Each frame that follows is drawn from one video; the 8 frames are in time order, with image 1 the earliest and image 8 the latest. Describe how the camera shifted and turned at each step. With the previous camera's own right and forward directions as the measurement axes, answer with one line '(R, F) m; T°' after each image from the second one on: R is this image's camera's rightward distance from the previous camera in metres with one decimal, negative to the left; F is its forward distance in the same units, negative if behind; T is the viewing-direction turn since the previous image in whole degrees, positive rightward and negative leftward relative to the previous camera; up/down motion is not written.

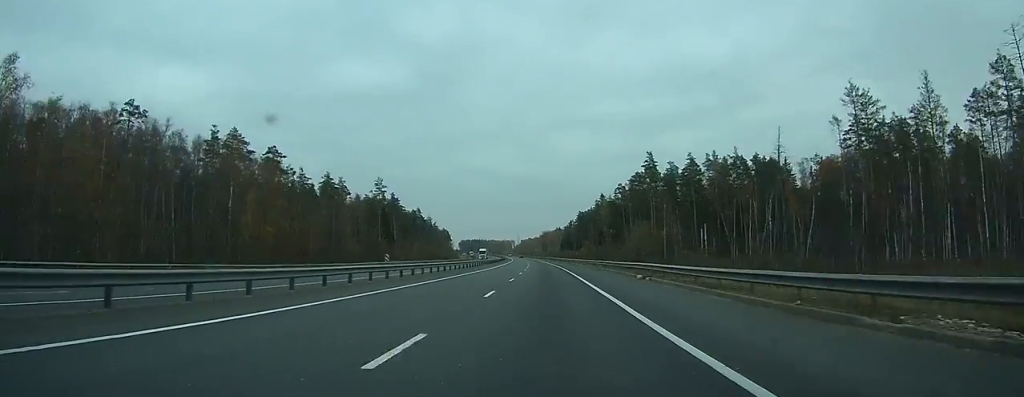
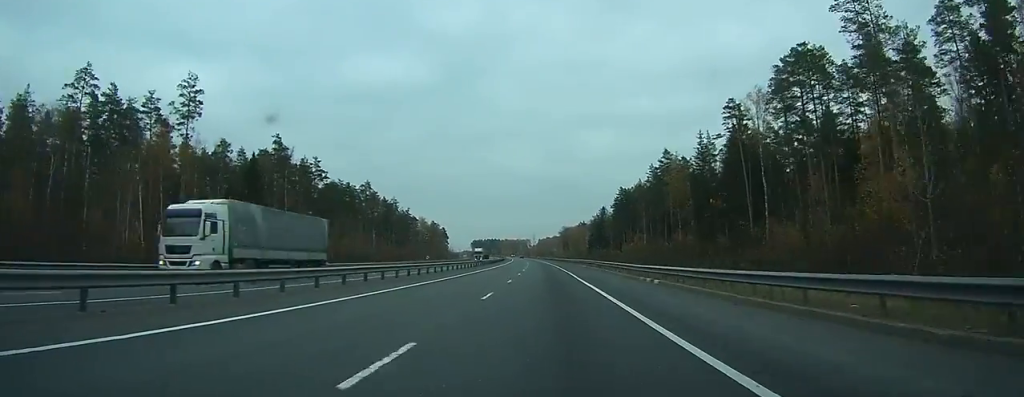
(-1.4, +100.1) m; -2°
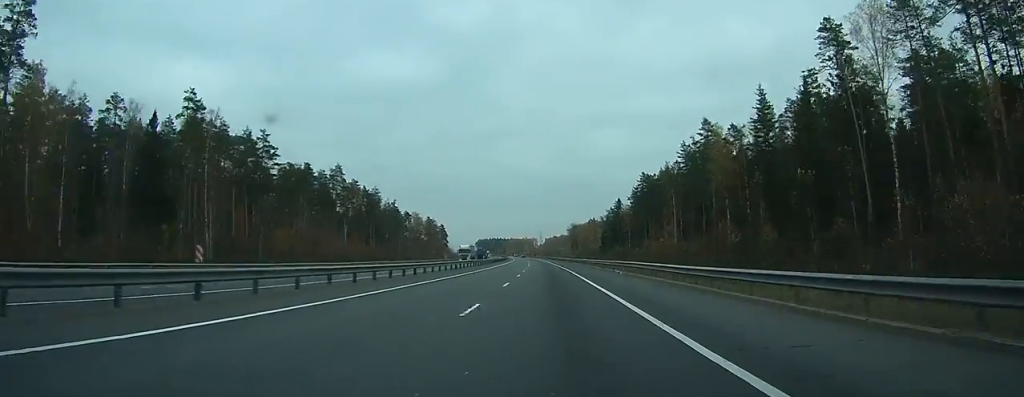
(-0.1, +29.2) m; -1°
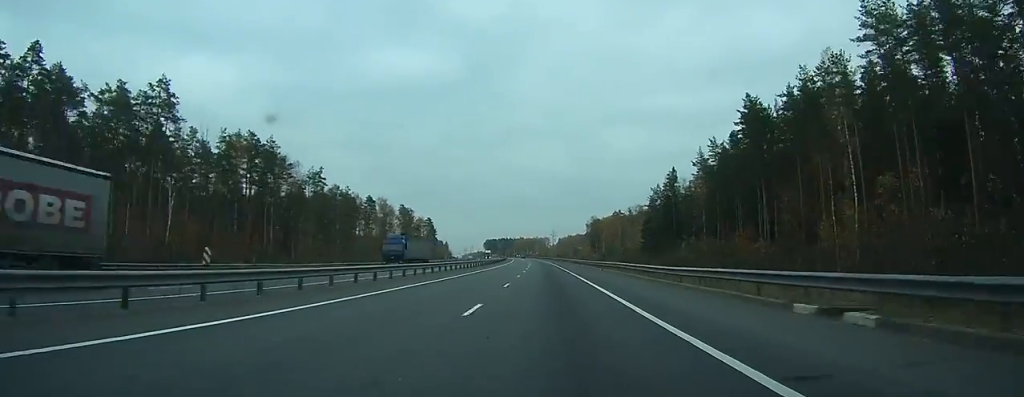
(-0.8, +69.0) m; -1°
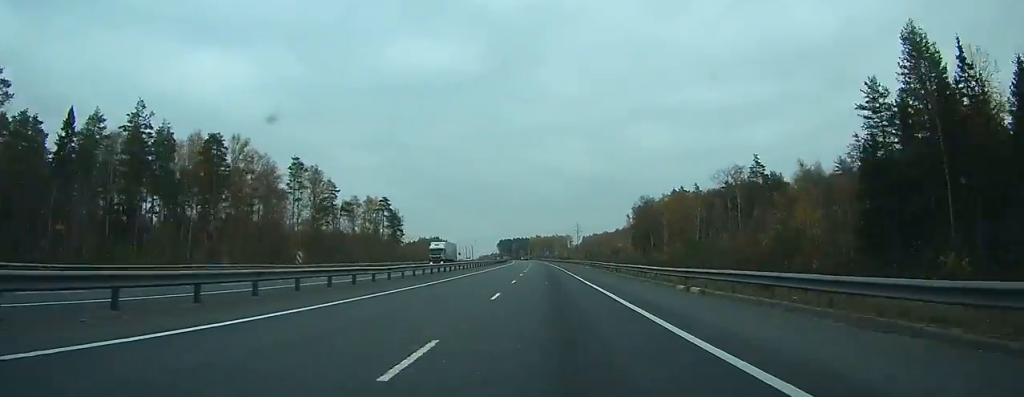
(-1.7, +99.7) m; -2°
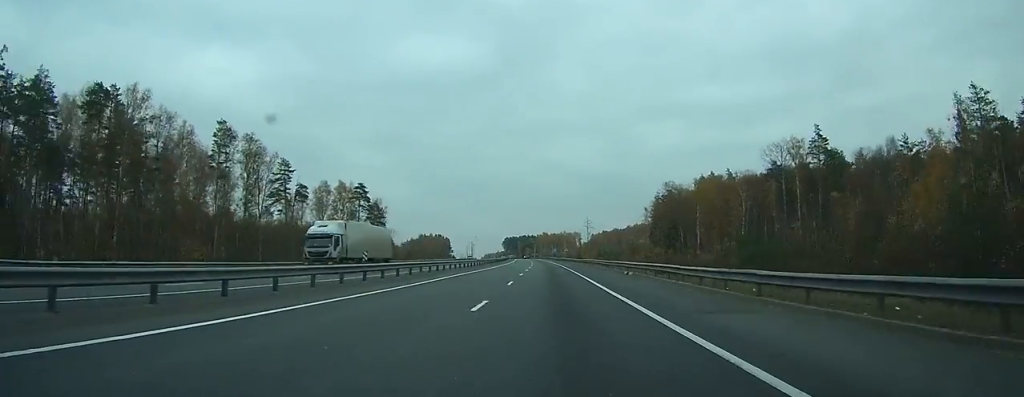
(-0.2, +28.5) m; -1°
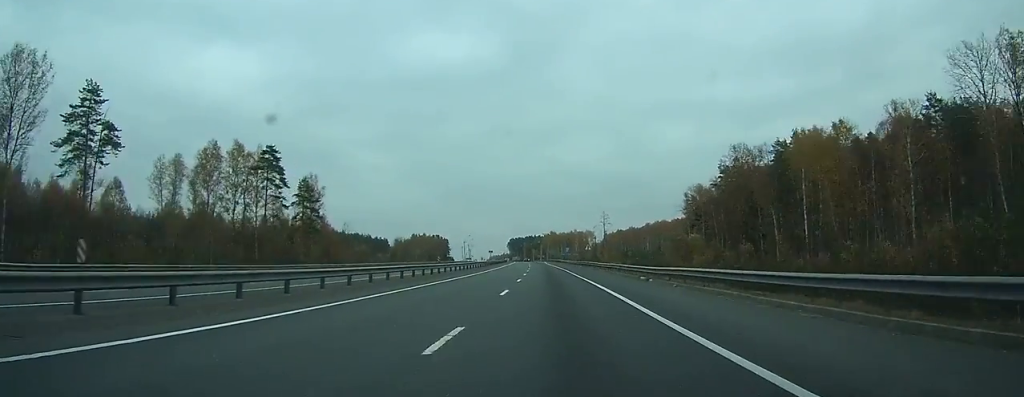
(-0.5, +52.2) m; -1°
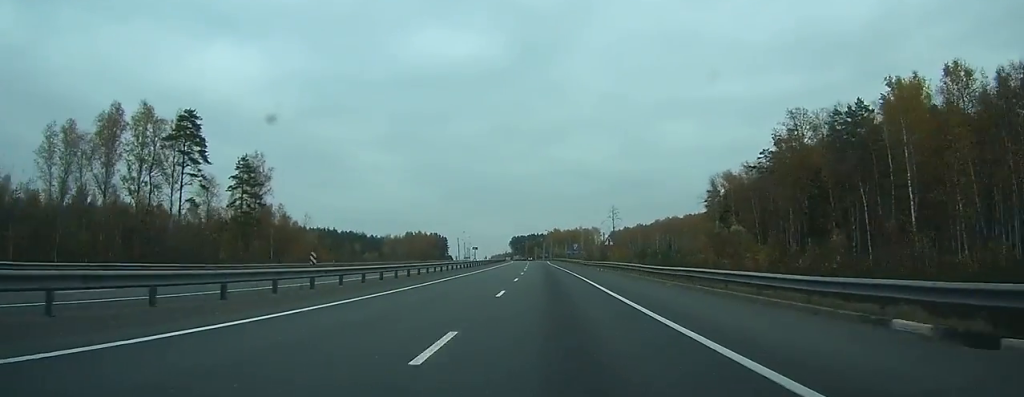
(-0.2, +23.6) m; 0°
